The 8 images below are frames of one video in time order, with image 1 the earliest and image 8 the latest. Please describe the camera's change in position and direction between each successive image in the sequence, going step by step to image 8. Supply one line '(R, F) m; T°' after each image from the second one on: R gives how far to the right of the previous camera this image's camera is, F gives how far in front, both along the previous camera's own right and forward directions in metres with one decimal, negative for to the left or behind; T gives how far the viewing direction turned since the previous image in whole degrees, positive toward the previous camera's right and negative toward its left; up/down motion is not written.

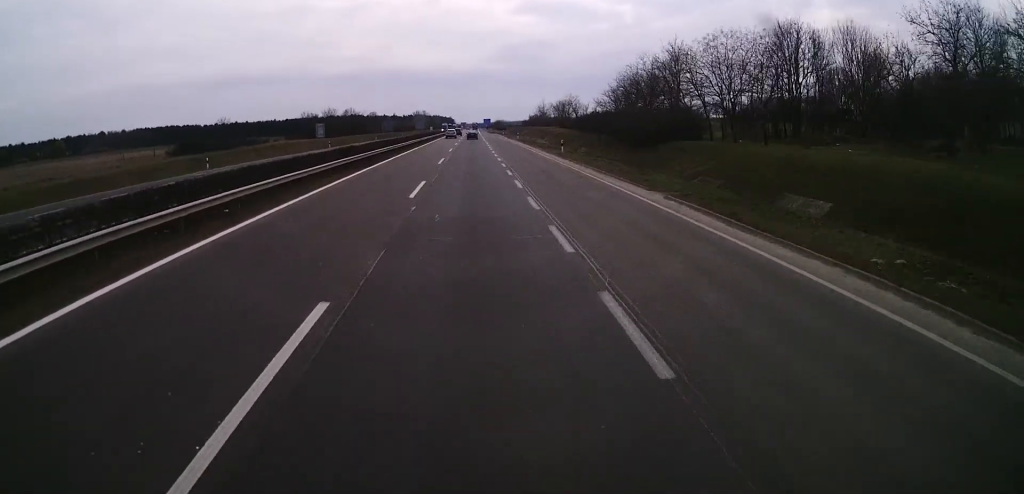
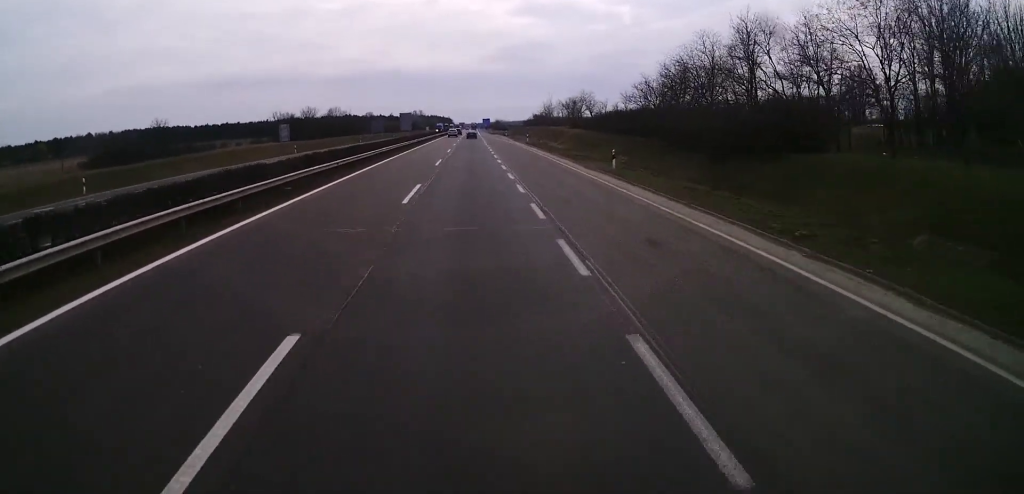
(-0.1, +16.7) m; 0°
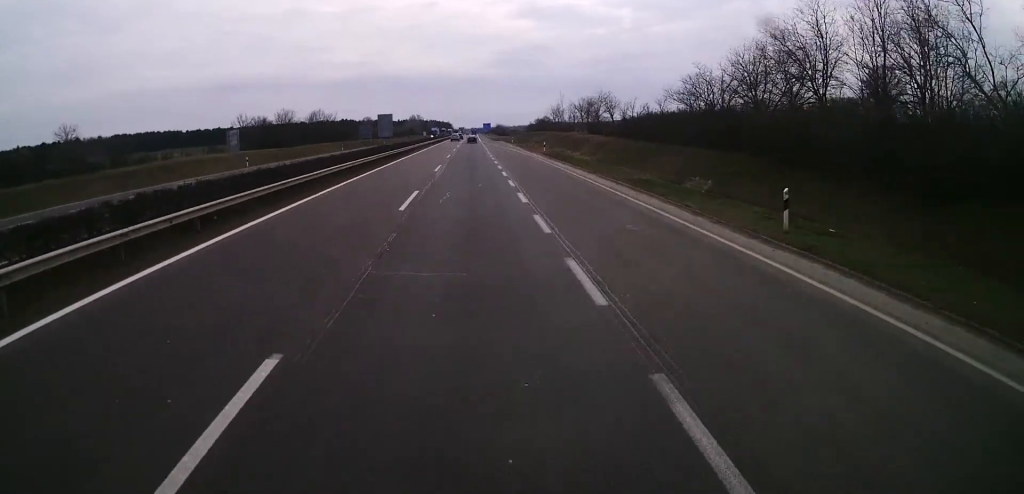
(-0.1, +16.0) m; 0°
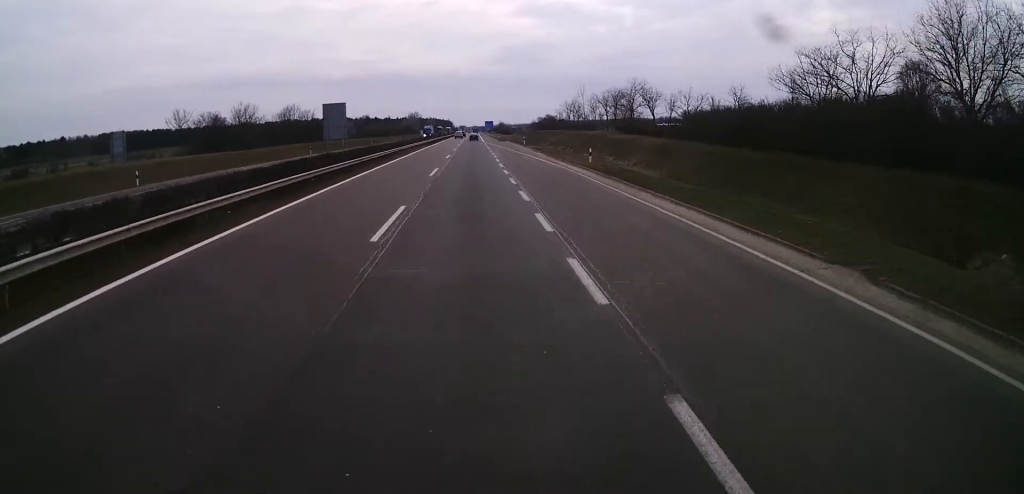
(+0.1, +22.0) m; 0°
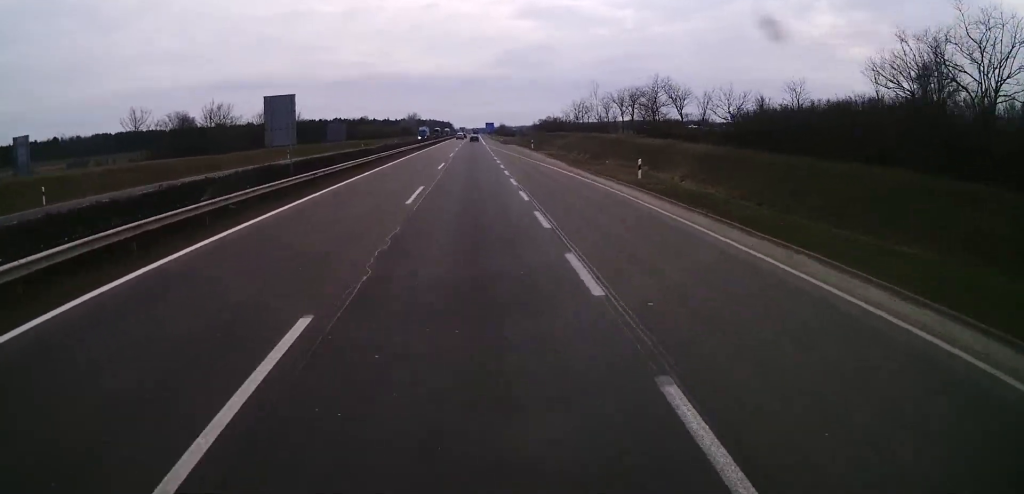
(0.0, +11.2) m; 0°
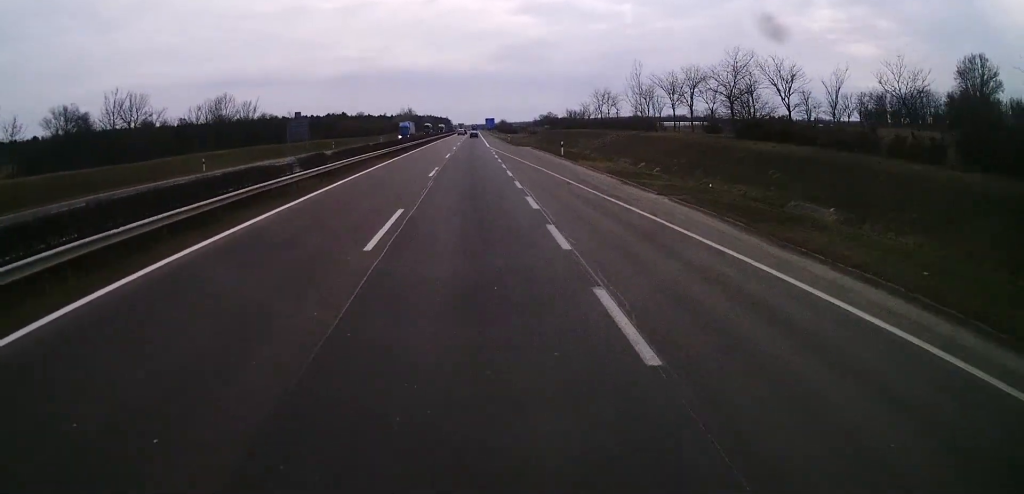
(0.0, +27.0) m; 0°
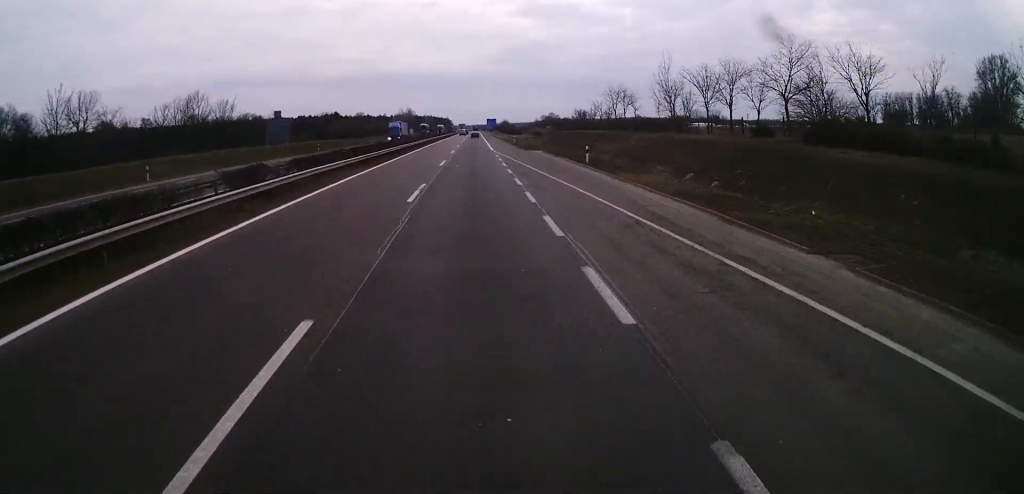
(-0.1, +11.6) m; 0°
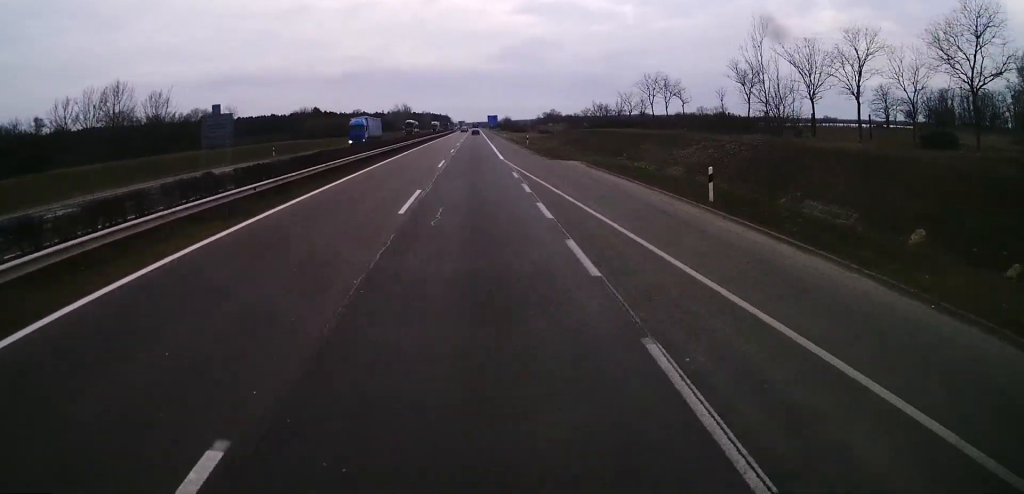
(-0.1, +21.1) m; 0°
